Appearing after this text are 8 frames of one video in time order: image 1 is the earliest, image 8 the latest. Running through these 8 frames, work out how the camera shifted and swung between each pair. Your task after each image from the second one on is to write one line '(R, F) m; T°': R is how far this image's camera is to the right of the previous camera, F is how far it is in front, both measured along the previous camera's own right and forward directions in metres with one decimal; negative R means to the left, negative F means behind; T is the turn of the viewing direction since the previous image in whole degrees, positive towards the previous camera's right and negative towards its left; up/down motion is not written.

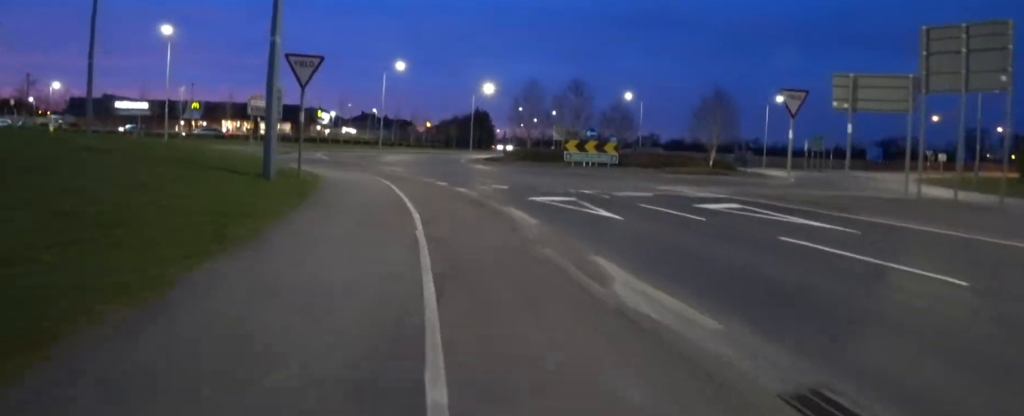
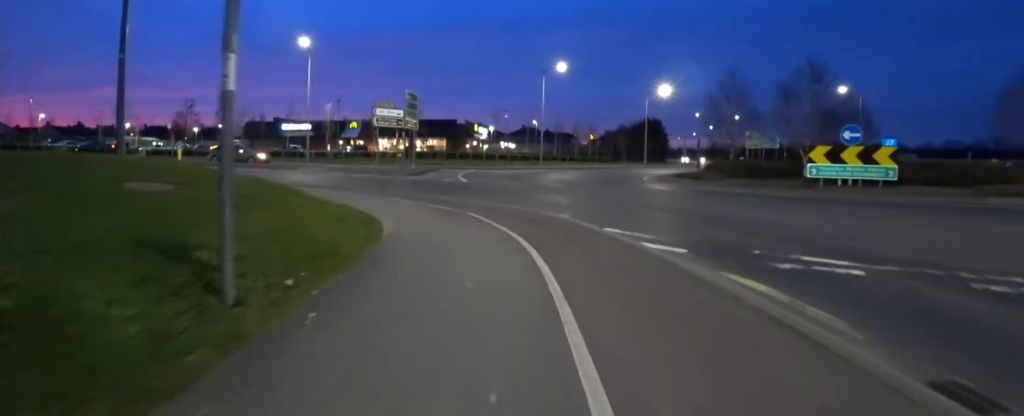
(-1.4, +7.5) m; -24°
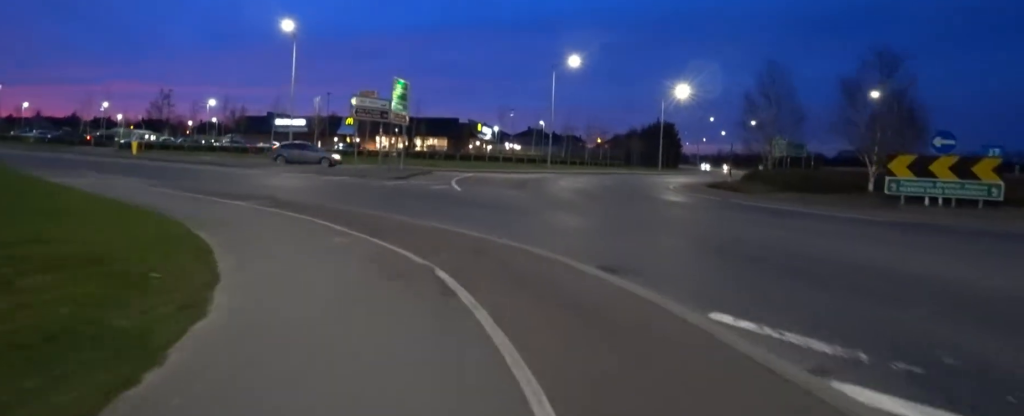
(-0.5, +4.1) m; -14°
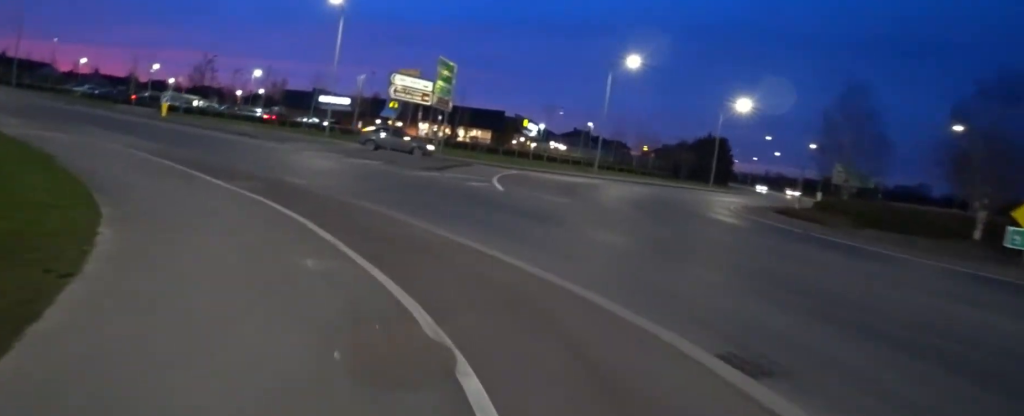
(-0.2, +2.2) m; -7°
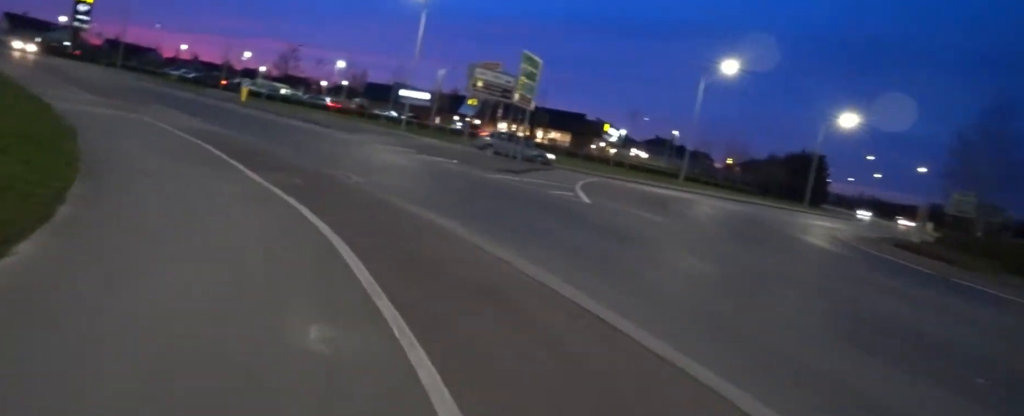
(0.0, +1.6) m; -5°
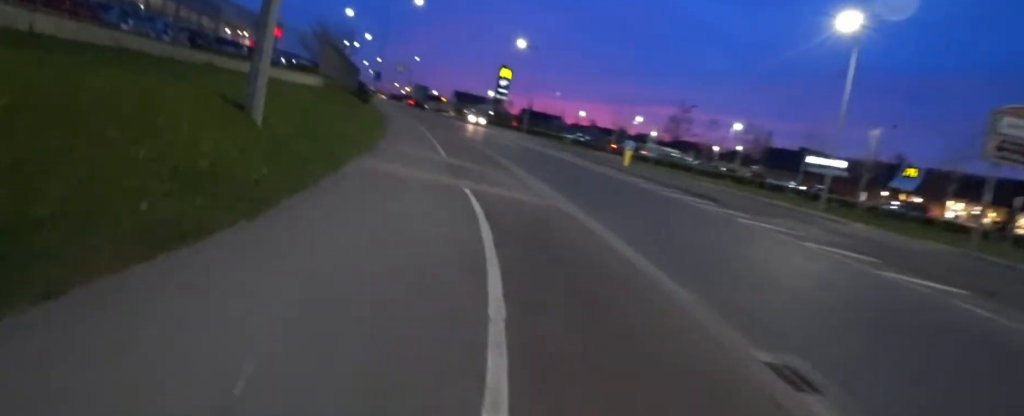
(-0.6, +4.9) m; -17°
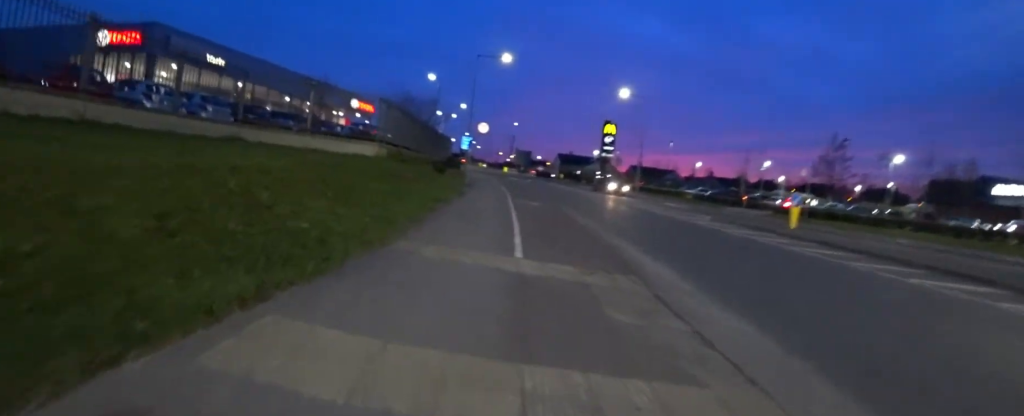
(-0.7, +4.8) m; -10°
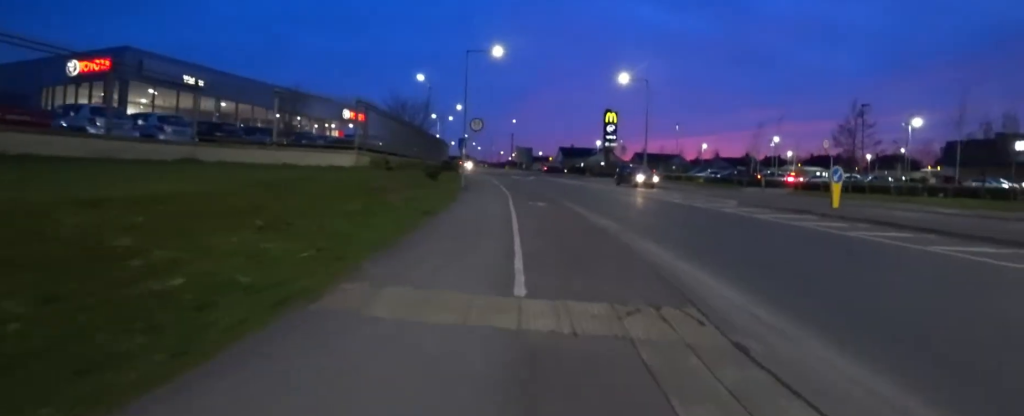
(0.0, +1.7) m; -1°
